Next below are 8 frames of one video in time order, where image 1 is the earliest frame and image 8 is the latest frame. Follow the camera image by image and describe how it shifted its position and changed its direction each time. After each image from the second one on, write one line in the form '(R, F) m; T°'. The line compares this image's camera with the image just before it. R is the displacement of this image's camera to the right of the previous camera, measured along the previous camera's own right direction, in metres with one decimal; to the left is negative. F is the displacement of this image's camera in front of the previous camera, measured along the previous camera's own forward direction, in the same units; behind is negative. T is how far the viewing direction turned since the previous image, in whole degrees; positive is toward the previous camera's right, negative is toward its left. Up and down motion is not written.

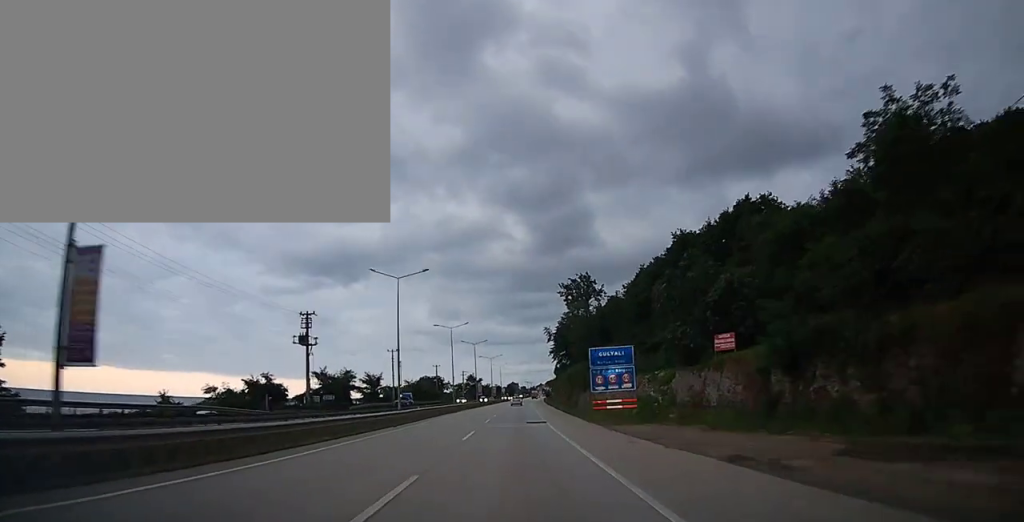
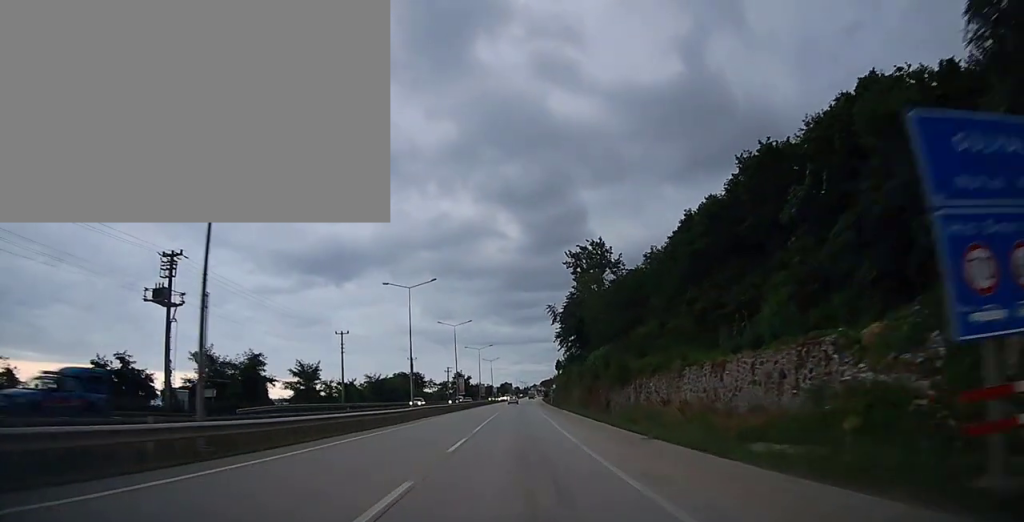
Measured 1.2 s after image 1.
(+0.2, +29.4) m; +1°
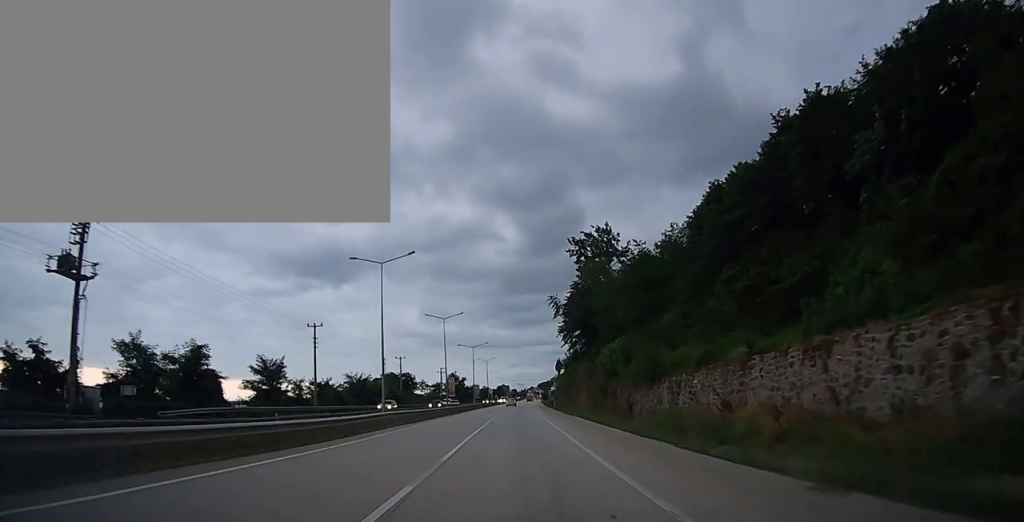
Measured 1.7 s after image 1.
(+0.1, +10.3) m; +1°
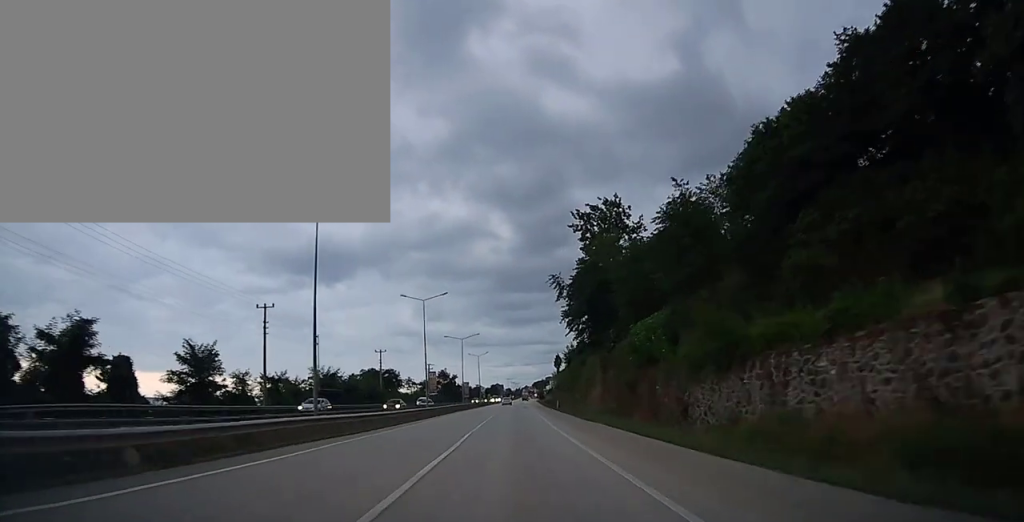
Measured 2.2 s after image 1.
(0.0, +13.3) m; 0°
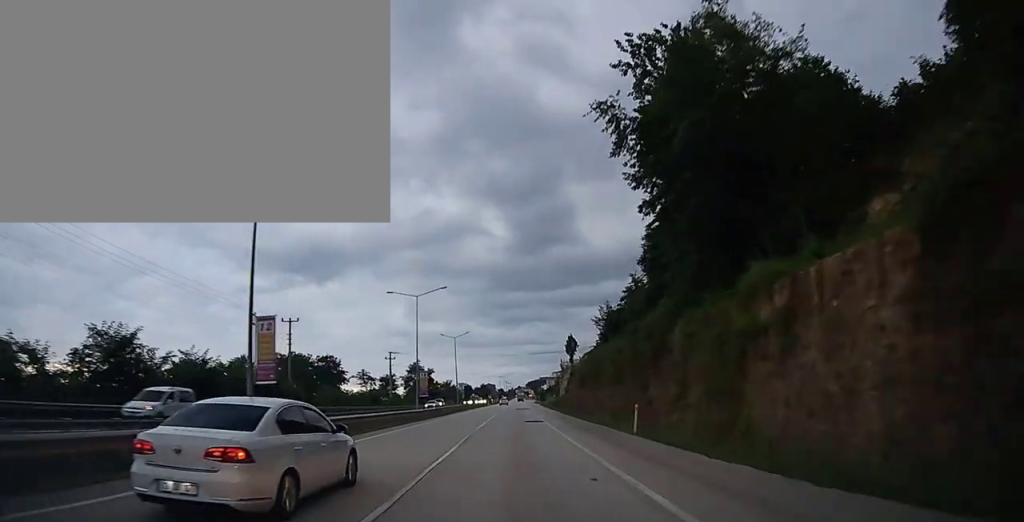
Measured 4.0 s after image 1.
(+0.4, +40.9) m; +1°
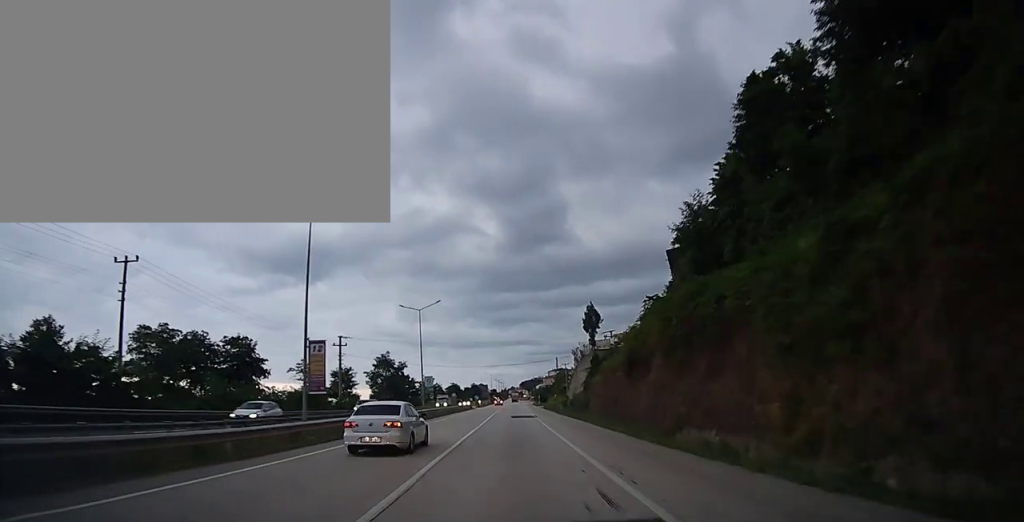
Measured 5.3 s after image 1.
(0.0, +28.9) m; 0°
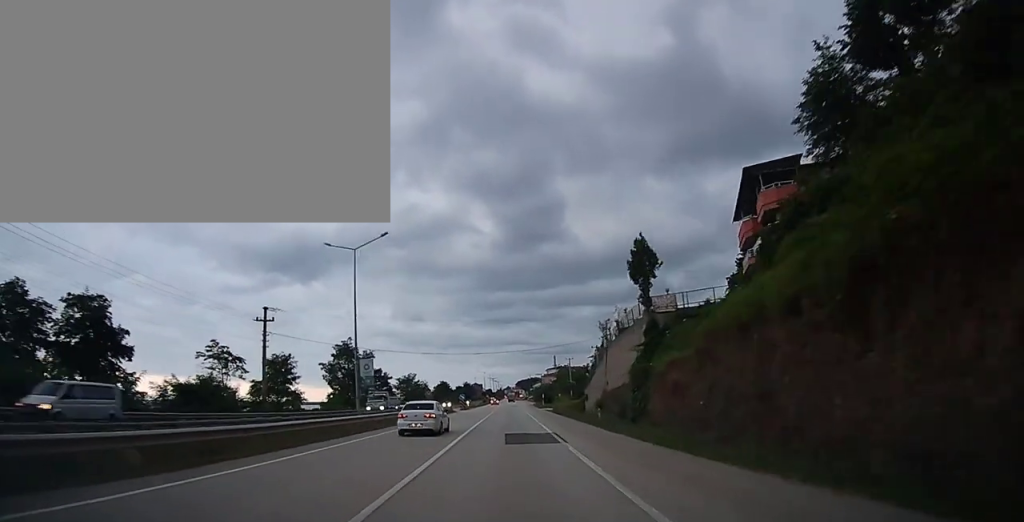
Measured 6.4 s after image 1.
(+0.2, +24.9) m; +1°
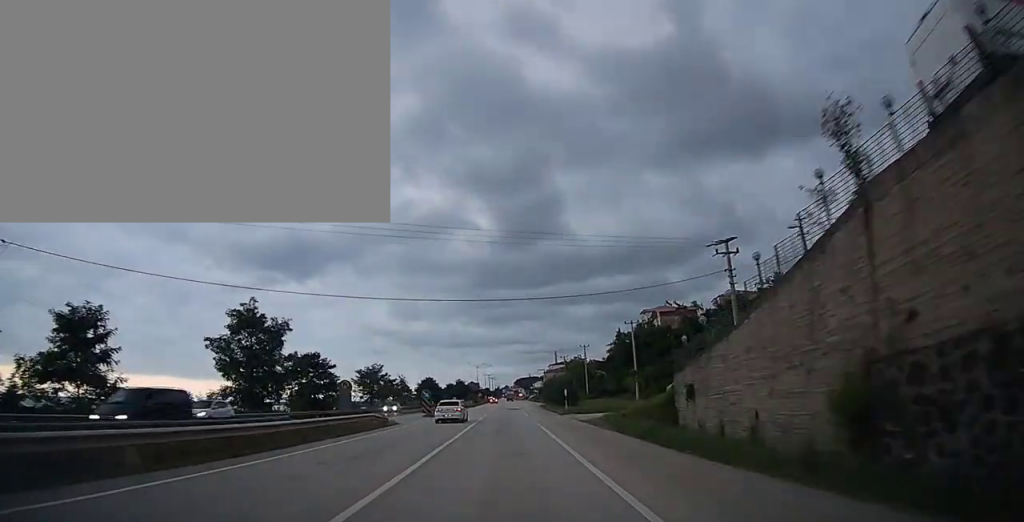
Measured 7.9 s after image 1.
(+0.2, +34.3) m; 0°
